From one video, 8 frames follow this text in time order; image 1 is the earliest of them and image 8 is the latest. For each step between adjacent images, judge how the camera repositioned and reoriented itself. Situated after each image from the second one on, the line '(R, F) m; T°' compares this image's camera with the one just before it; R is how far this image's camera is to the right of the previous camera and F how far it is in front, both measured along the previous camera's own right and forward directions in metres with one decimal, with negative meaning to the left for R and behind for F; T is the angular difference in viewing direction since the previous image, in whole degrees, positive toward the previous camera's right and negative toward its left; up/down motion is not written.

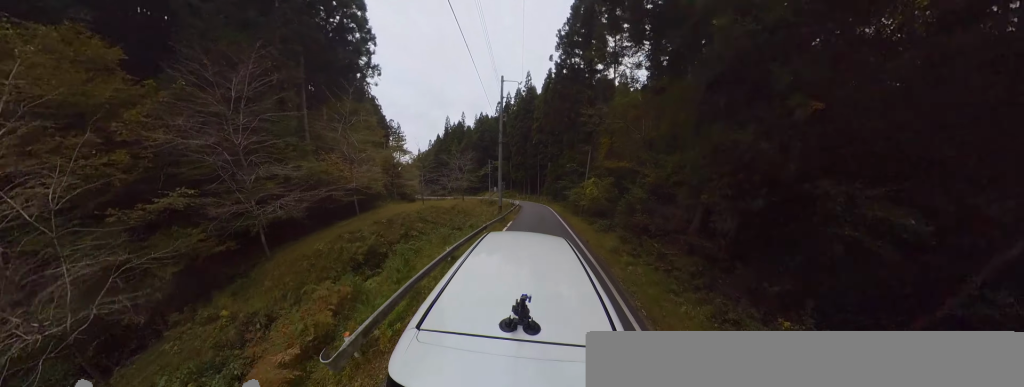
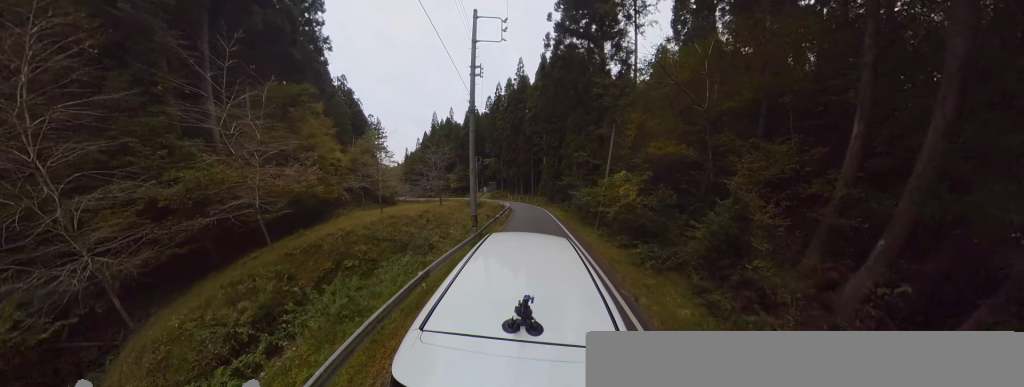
(-0.1, +5.5) m; +1°
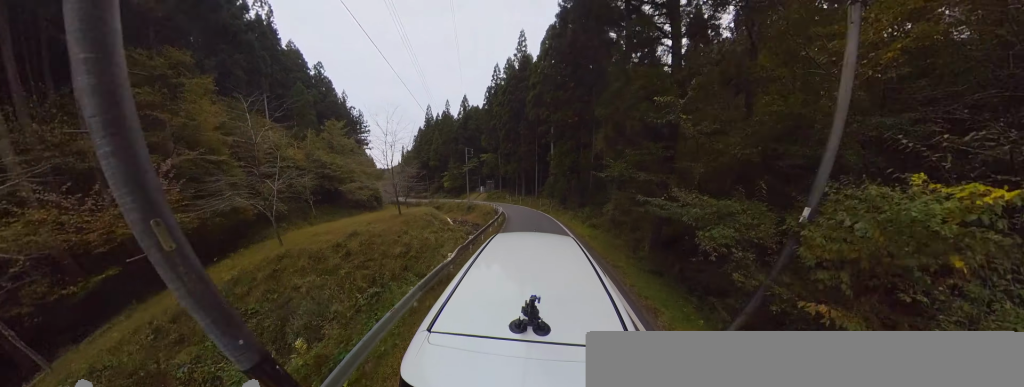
(-0.3, +8.5) m; +1°
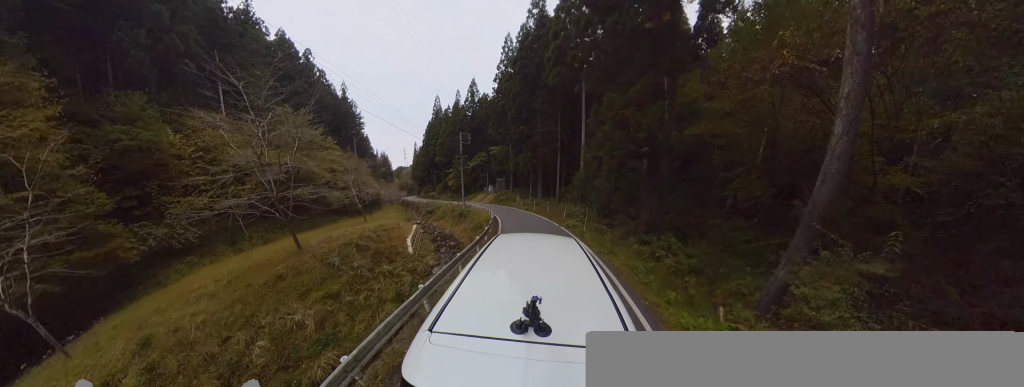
(+0.5, +9.2) m; -2°
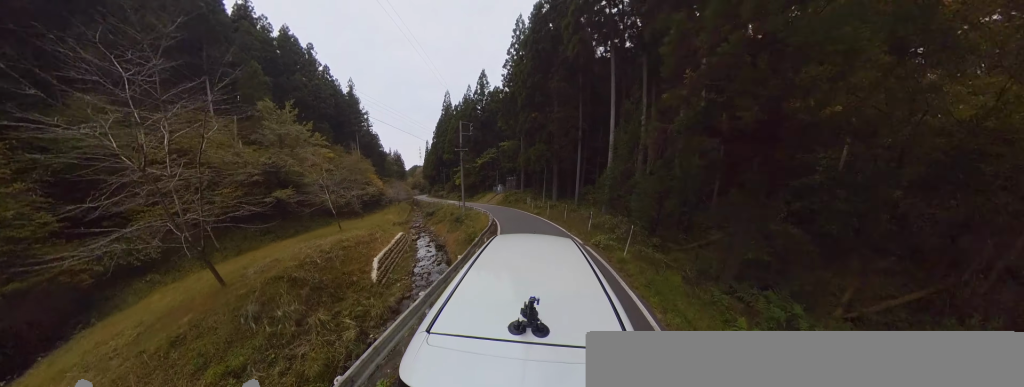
(+0.1, +4.1) m; -6°
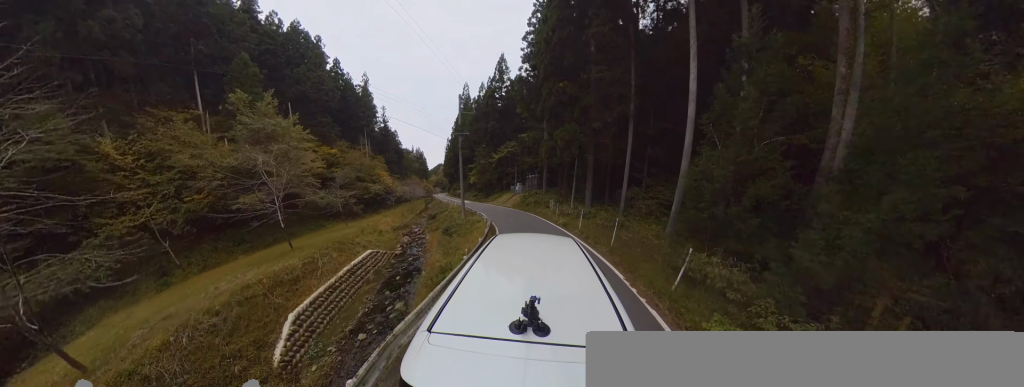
(-0.7, +5.4) m; -10°
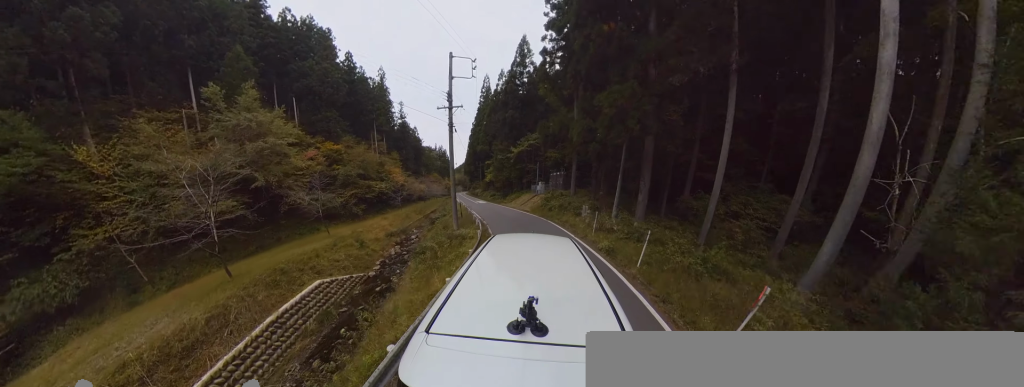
(-0.3, +5.0) m; -9°
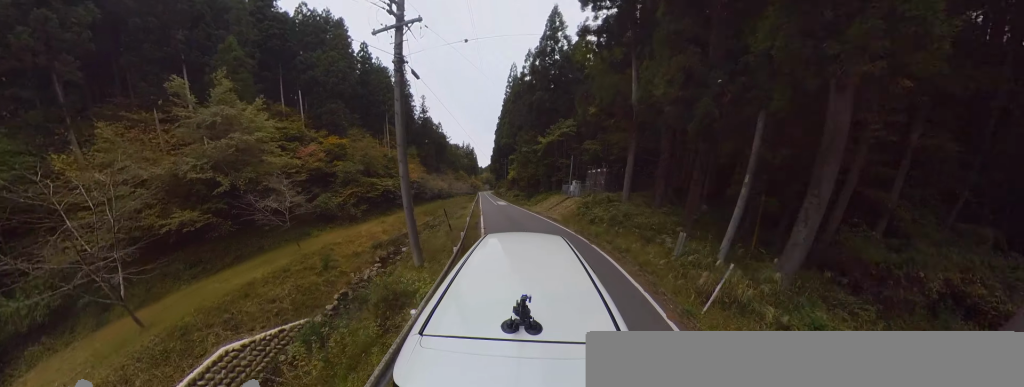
(-0.3, +5.8) m; -9°
